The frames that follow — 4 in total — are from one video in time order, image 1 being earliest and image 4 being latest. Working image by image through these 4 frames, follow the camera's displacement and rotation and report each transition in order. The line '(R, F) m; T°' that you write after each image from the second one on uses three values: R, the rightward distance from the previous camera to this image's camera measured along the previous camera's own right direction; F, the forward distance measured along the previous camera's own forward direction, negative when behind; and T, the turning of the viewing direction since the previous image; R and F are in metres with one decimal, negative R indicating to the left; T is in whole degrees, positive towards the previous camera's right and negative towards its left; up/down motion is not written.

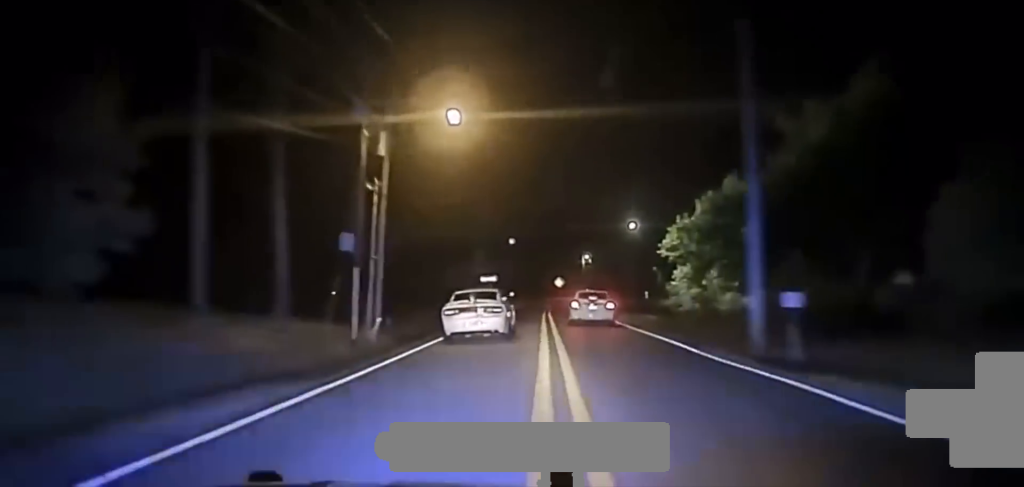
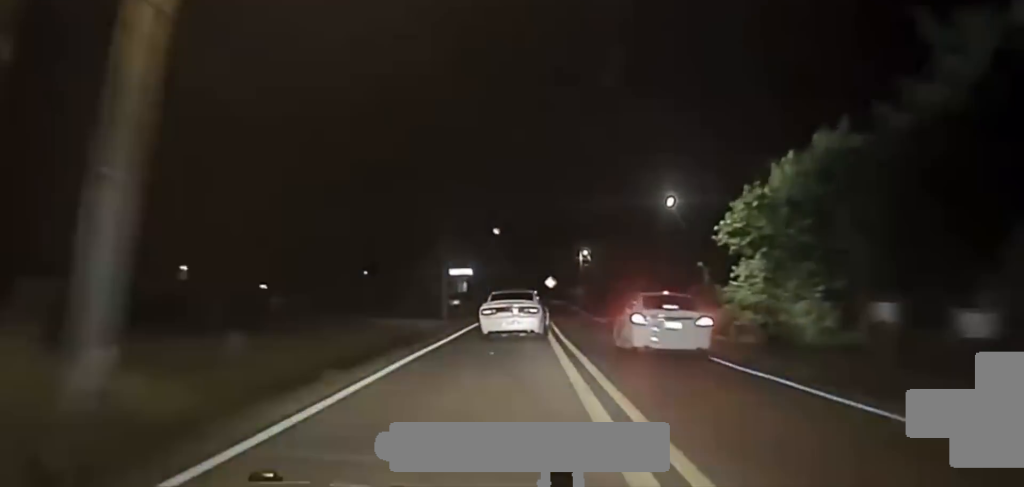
(+0.5, +24.3) m; +3°
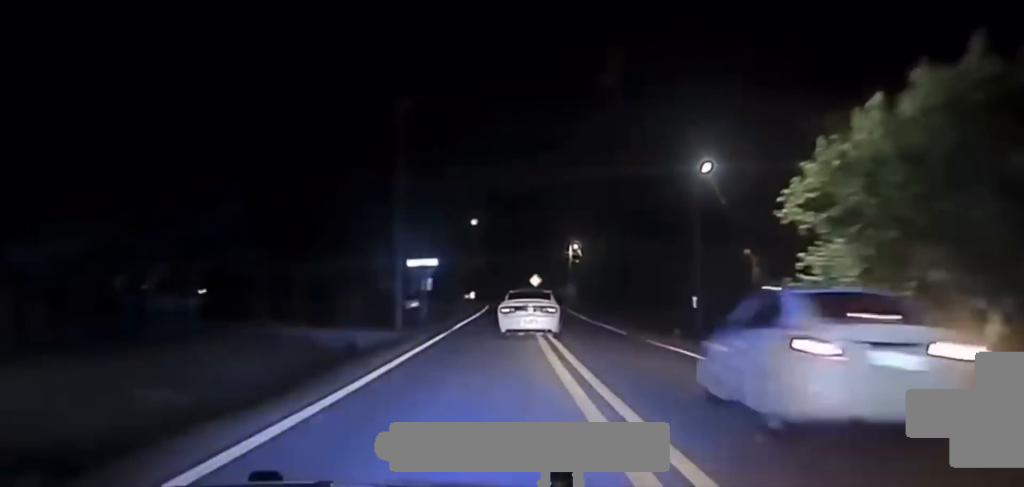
(+0.5, +15.2) m; +1°
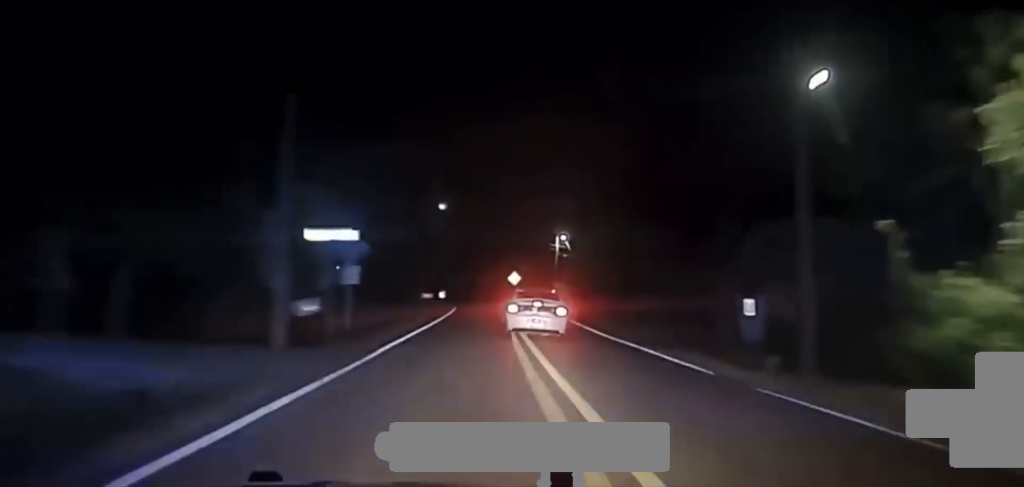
(+0.3, +16.8) m; +1°
